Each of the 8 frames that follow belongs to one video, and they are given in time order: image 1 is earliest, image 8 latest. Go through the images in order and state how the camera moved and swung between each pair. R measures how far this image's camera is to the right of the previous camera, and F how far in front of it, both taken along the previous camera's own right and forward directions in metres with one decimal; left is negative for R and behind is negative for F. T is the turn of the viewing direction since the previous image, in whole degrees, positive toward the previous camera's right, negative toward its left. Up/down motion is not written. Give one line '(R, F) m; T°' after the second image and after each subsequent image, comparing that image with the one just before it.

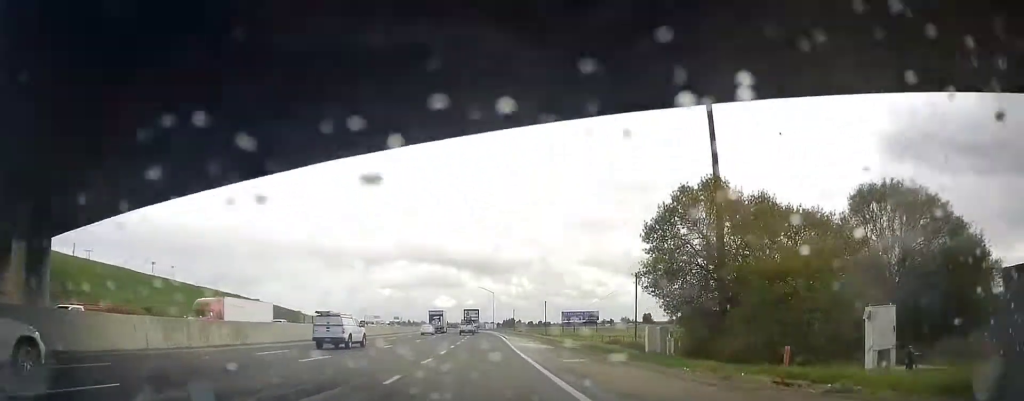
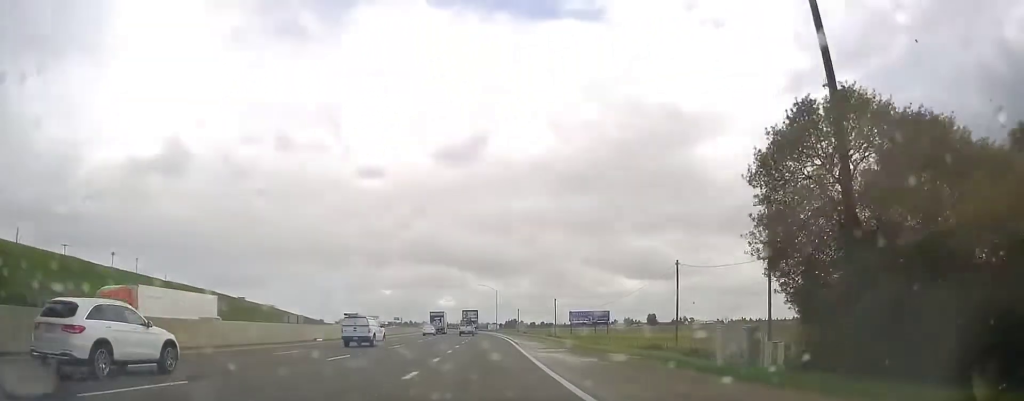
(-0.2, +11.7) m; 0°
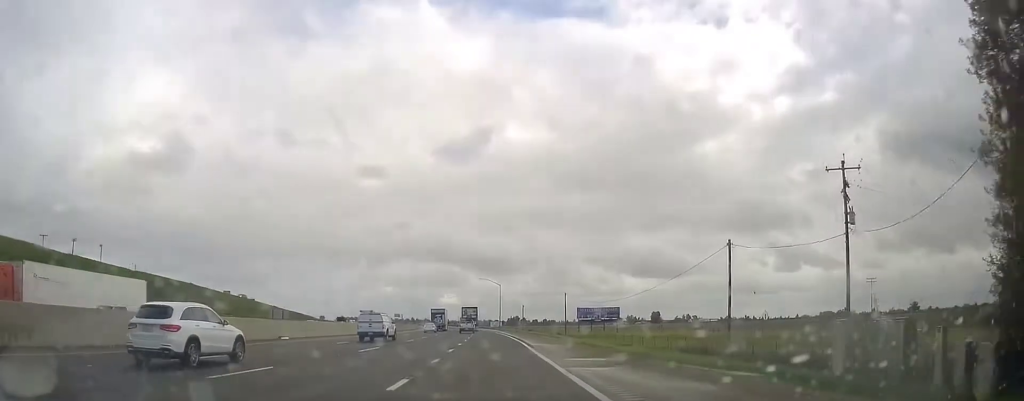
(+0.3, +10.8) m; 0°
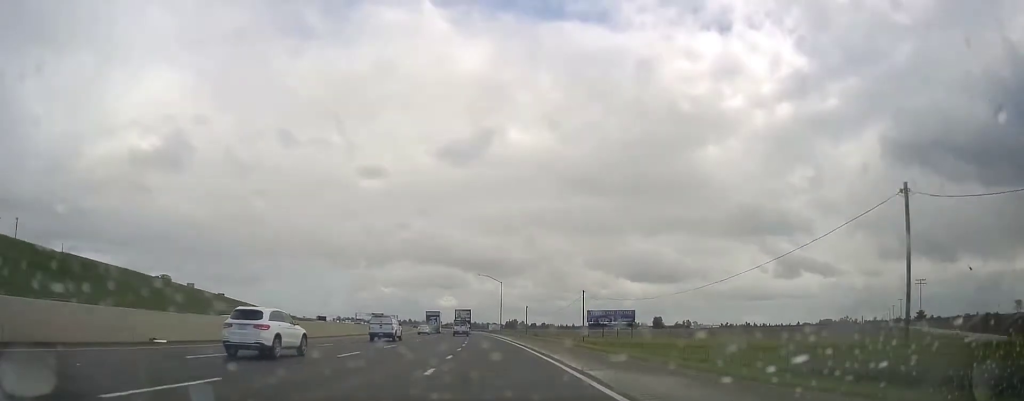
(0.0, +18.4) m; 0°
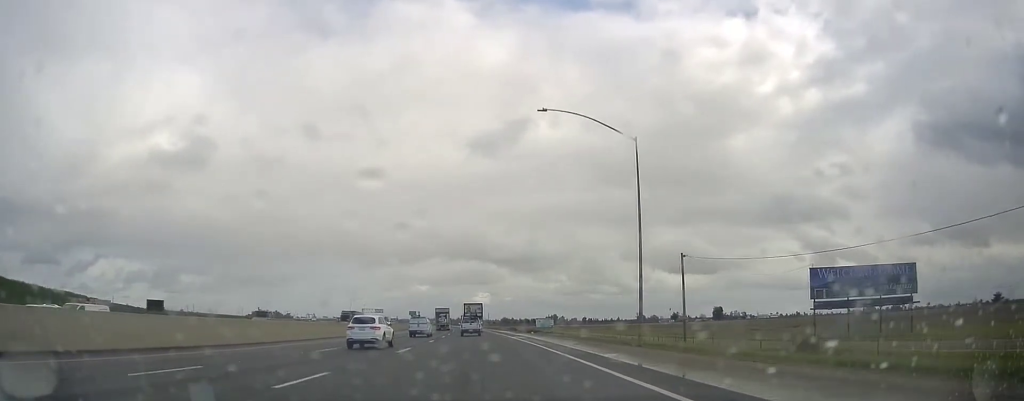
(-1.9, +95.6) m; -3°
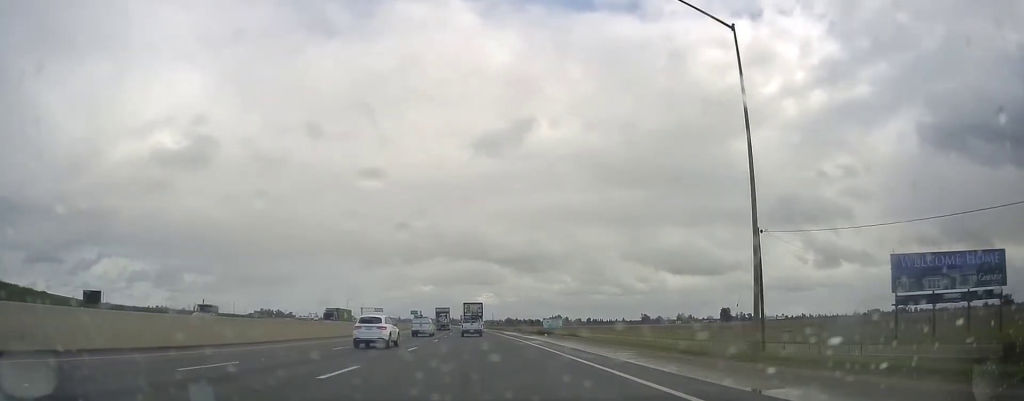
(-0.2, +13.3) m; -1°
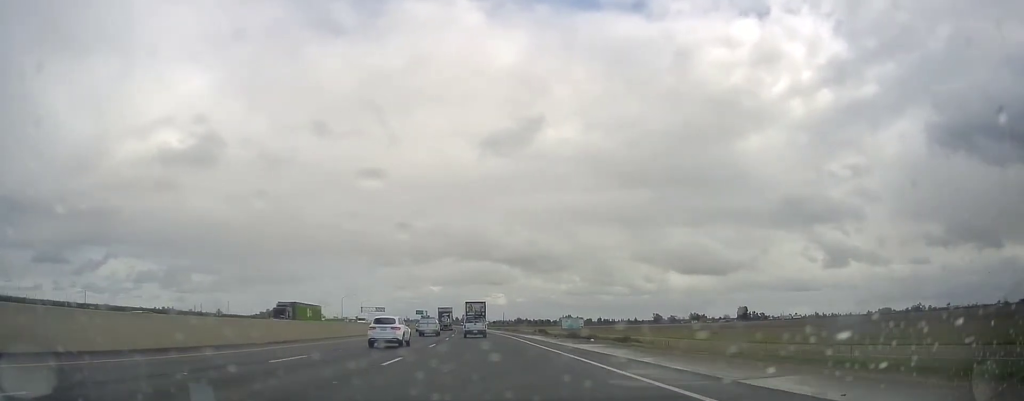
(-0.3, +25.7) m; -1°
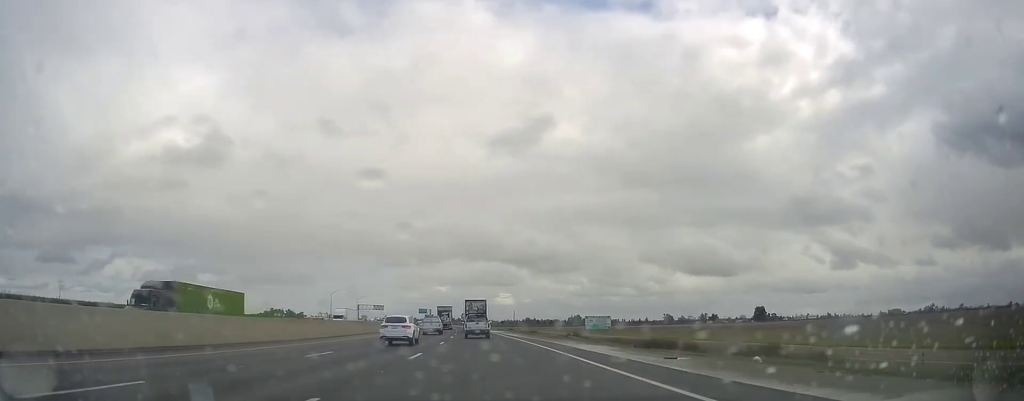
(-0.3, +26.8) m; -1°
